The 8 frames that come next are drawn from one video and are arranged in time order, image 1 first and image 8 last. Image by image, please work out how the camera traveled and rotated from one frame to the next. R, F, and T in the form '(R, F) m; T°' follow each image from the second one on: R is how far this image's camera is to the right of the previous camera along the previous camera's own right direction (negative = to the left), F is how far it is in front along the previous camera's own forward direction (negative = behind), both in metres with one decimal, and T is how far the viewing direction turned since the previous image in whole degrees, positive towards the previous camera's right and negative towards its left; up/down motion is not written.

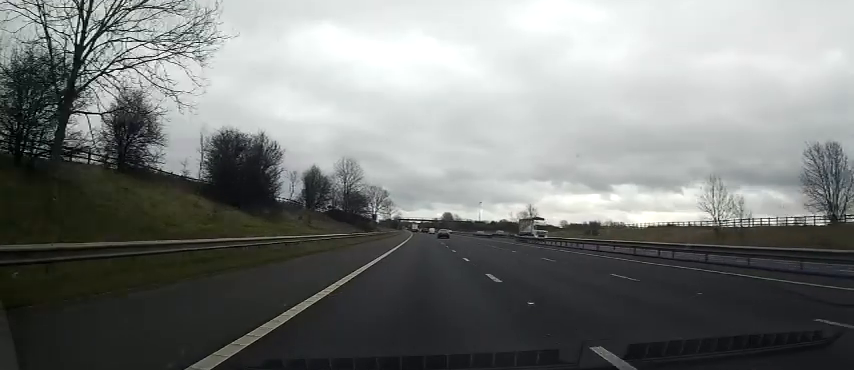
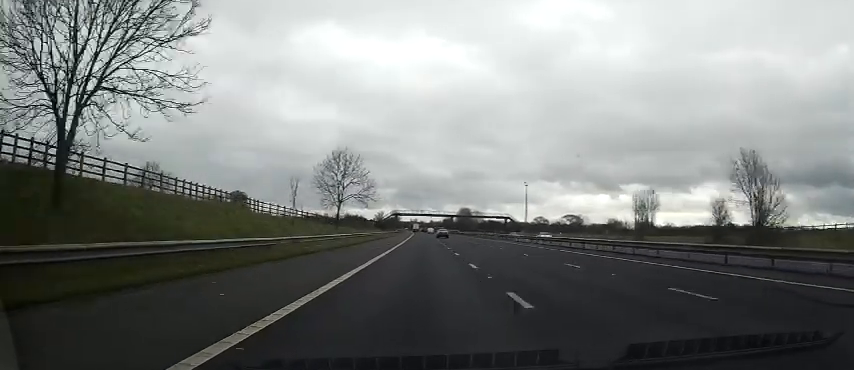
(-0.8, +103.2) m; 0°
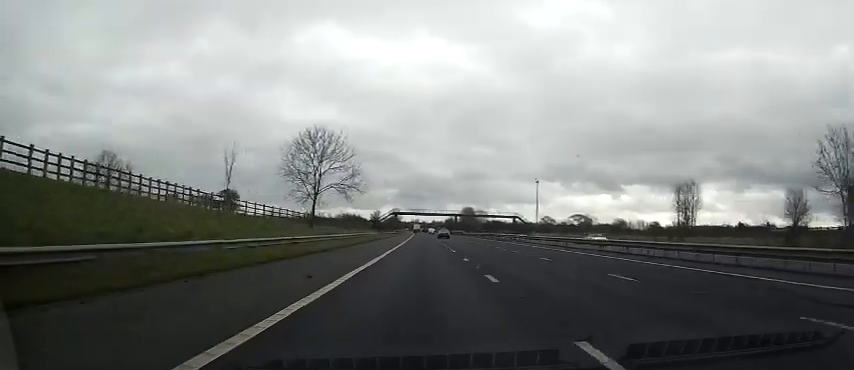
(0.0, +13.5) m; 0°
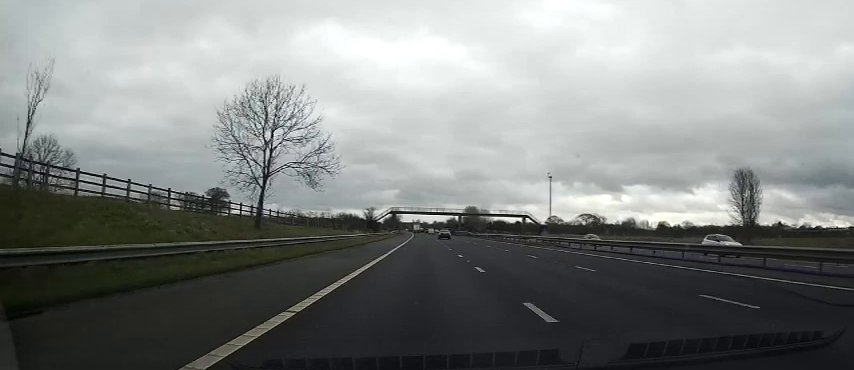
(+0.1, +14.7) m; 0°
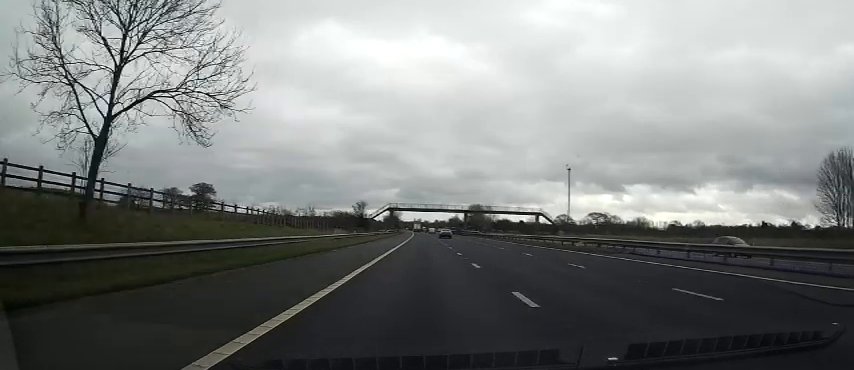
(-0.3, +17.1) m; -1°
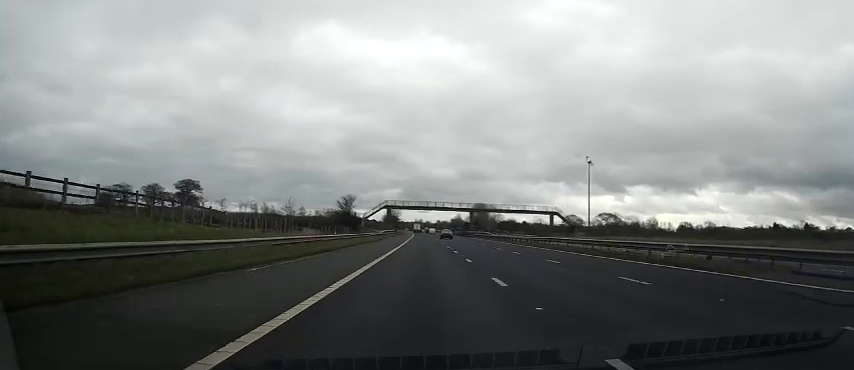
(-0.1, +14.7) m; 0°
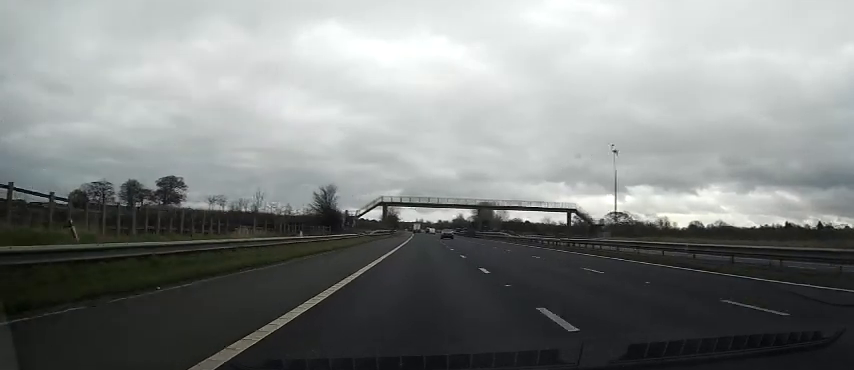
(0.0, +14.5) m; 0°
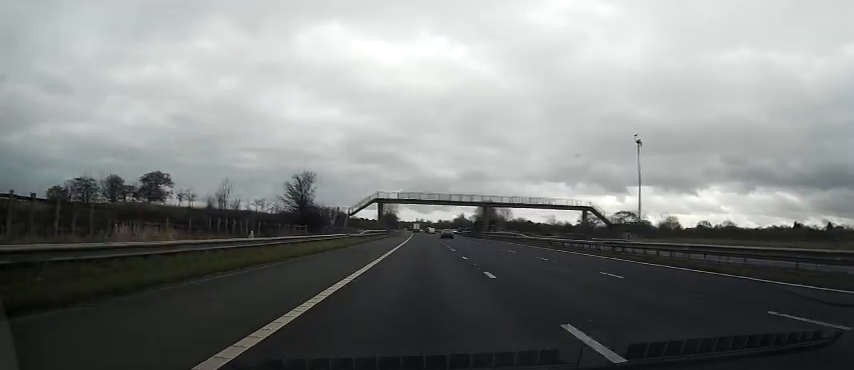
(0.0, +10.9) m; 0°
